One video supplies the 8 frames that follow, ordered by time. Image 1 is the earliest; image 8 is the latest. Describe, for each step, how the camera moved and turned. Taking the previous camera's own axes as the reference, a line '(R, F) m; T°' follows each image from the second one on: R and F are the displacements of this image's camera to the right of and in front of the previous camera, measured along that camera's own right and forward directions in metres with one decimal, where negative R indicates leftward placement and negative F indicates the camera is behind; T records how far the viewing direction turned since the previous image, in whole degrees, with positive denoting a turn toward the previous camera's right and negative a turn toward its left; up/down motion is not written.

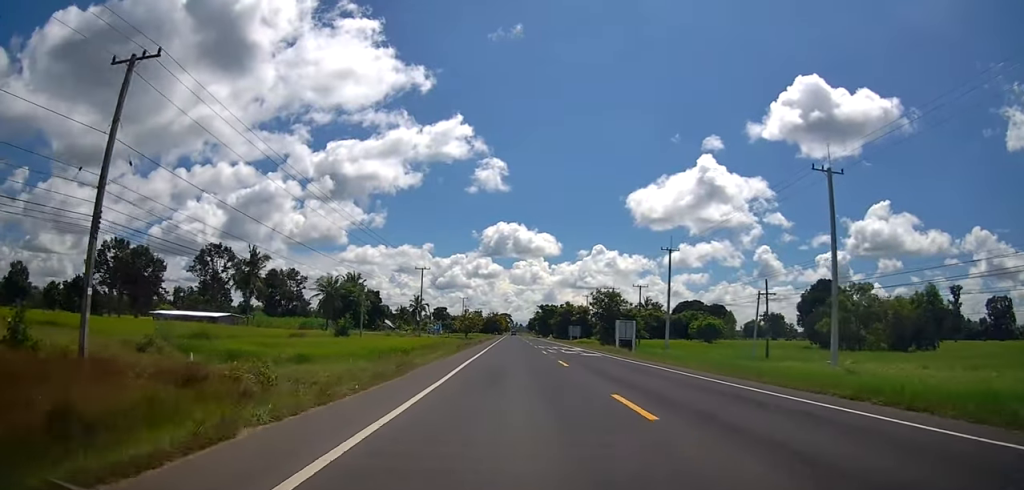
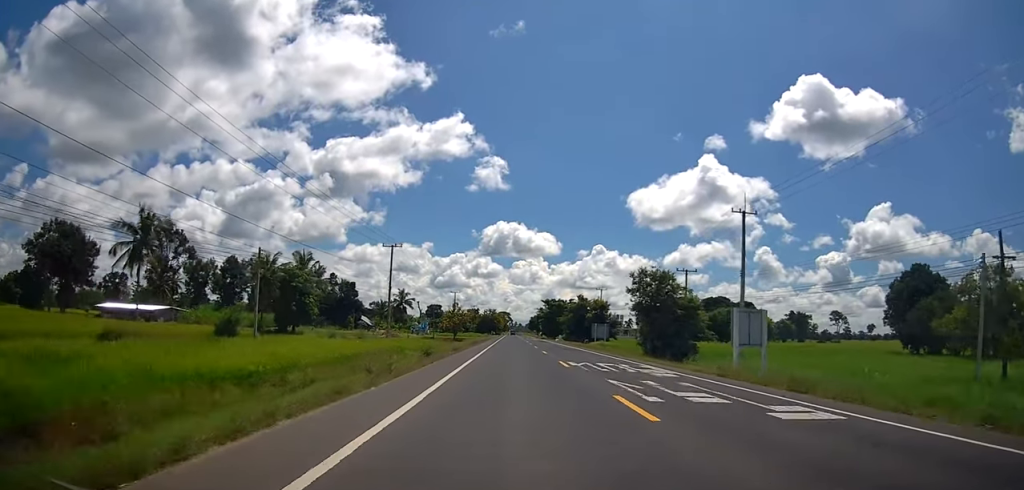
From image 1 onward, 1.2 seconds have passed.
(+0.2, +24.5) m; 0°
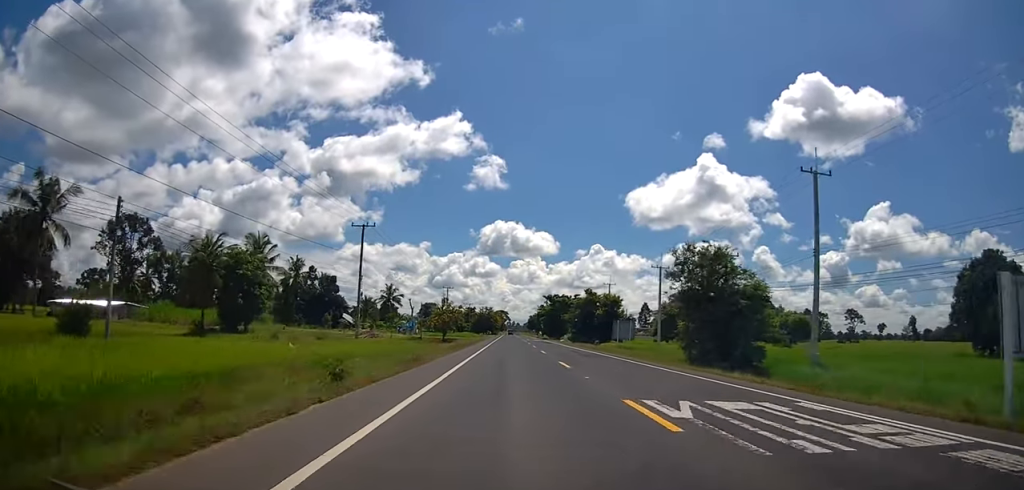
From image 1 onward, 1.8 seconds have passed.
(-0.3, +13.4) m; 0°
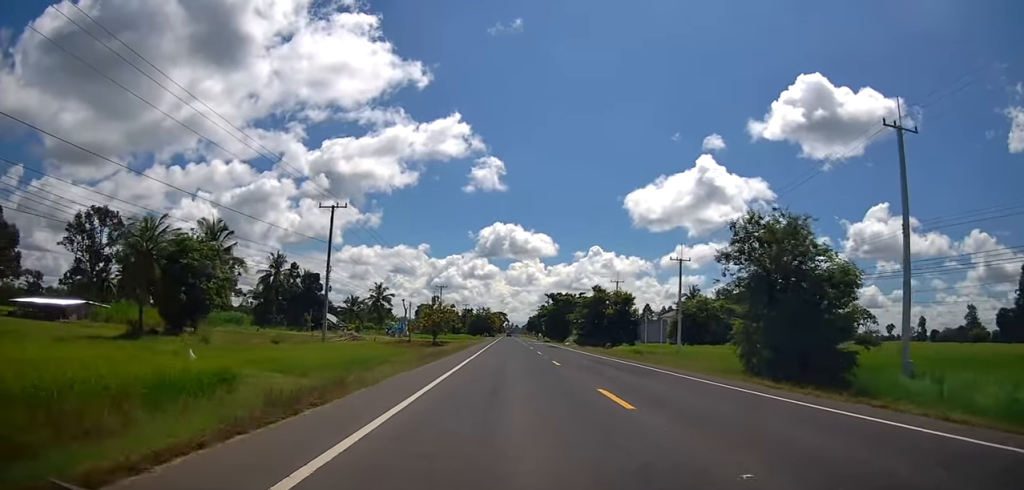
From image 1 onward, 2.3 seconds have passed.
(+0.4, +9.9) m; 0°
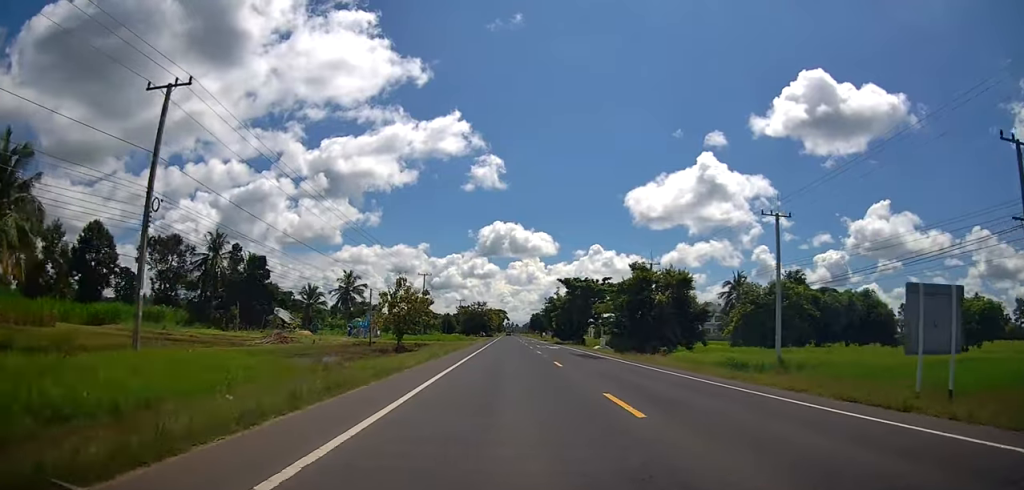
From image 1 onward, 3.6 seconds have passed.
(-0.4, +25.7) m; -2°
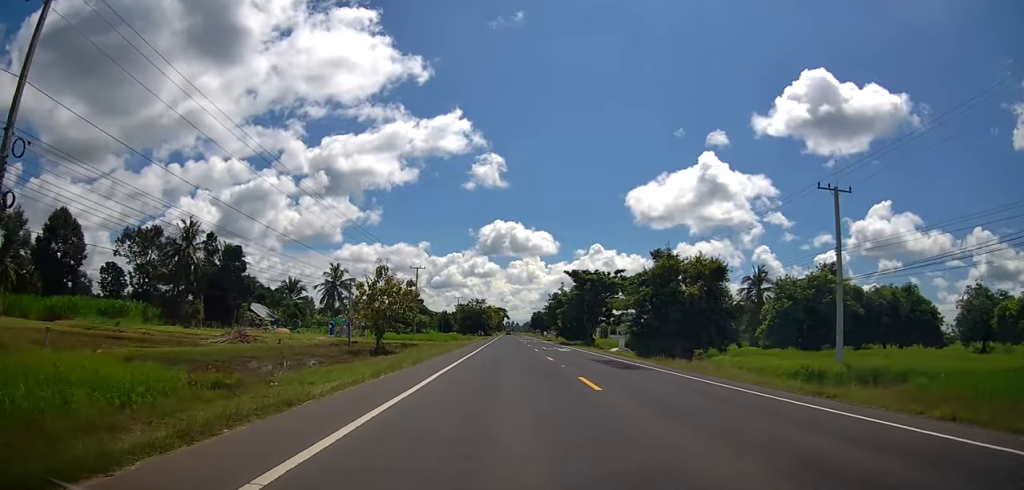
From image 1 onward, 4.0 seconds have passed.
(-0.1, +8.5) m; 0°
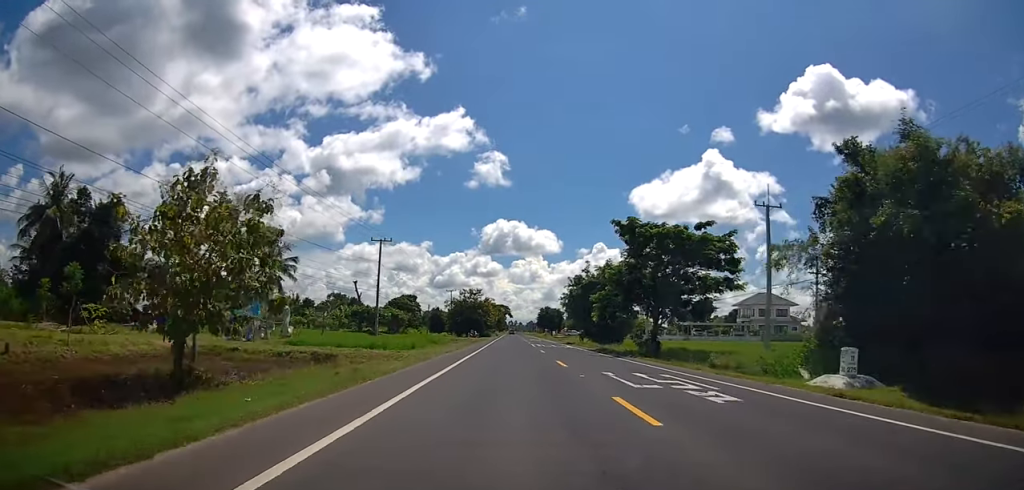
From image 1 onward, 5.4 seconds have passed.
(+0.8, +28.8) m; +2°
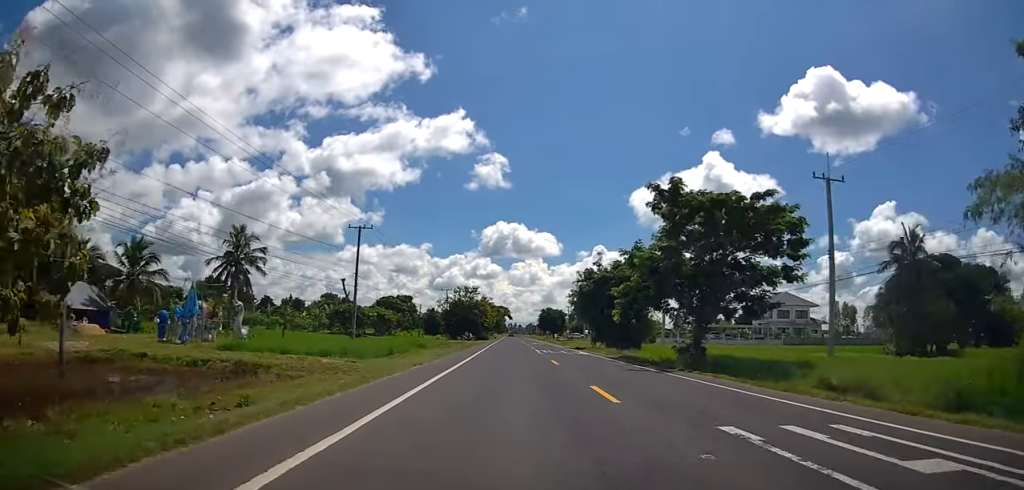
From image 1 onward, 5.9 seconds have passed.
(+0.1, +9.5) m; 0°
